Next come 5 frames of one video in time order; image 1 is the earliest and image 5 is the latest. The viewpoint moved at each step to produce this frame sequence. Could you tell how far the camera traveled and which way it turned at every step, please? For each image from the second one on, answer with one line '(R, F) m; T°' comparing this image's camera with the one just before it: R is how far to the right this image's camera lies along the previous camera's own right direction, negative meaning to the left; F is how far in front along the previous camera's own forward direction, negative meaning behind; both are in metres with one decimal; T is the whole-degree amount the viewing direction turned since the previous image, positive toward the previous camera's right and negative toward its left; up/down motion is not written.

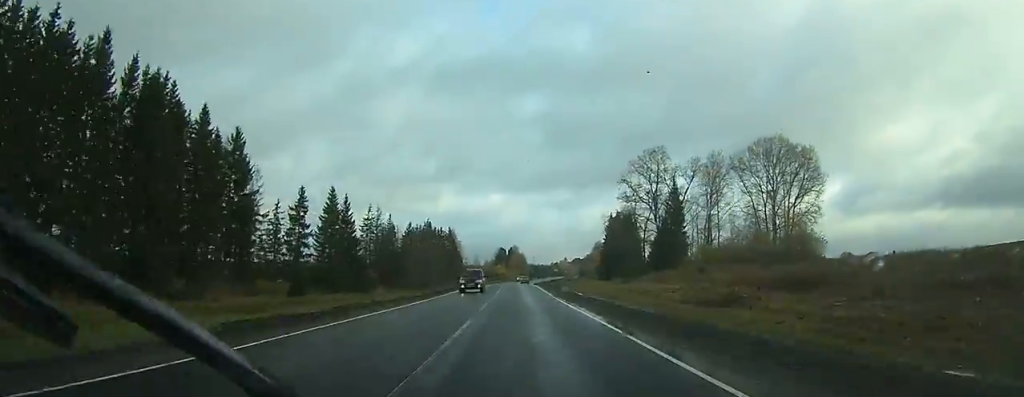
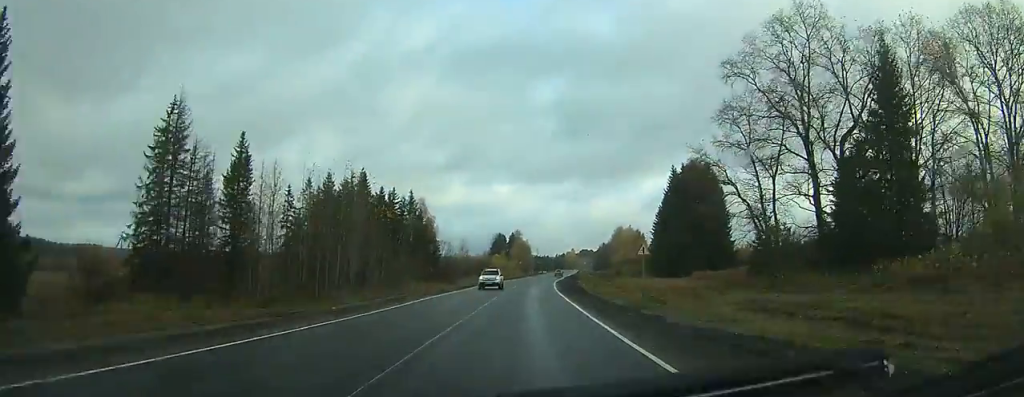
(+0.2, +70.1) m; +1°
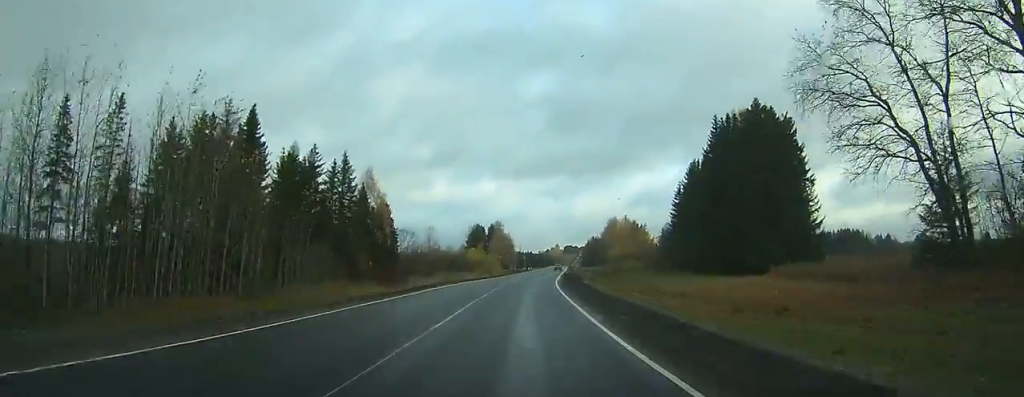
(+0.4, +33.8) m; +1°
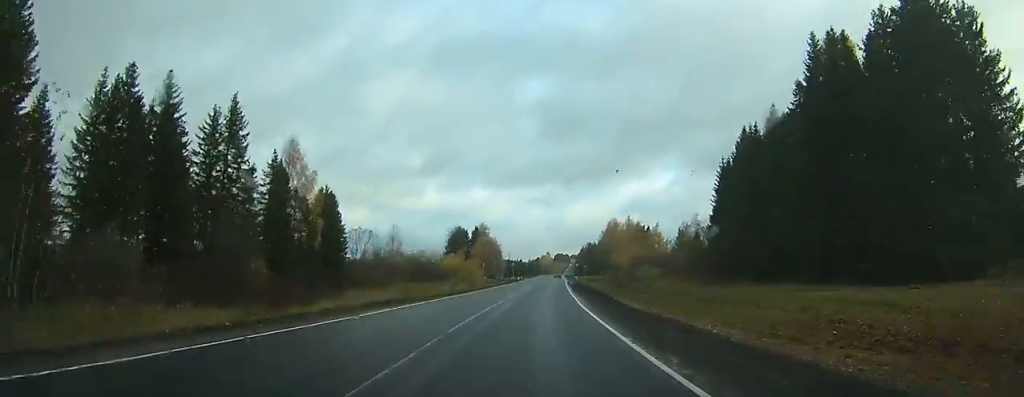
(+0.2, +31.0) m; +1°
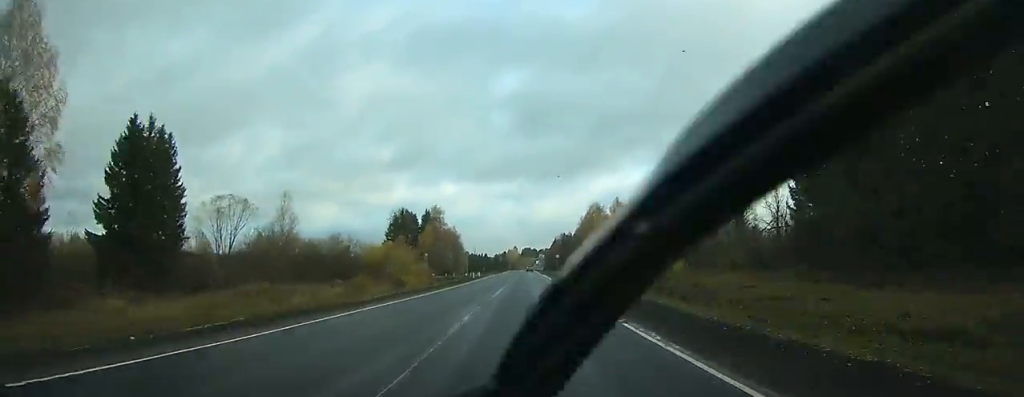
(+0.5, +41.5) m; +2°
